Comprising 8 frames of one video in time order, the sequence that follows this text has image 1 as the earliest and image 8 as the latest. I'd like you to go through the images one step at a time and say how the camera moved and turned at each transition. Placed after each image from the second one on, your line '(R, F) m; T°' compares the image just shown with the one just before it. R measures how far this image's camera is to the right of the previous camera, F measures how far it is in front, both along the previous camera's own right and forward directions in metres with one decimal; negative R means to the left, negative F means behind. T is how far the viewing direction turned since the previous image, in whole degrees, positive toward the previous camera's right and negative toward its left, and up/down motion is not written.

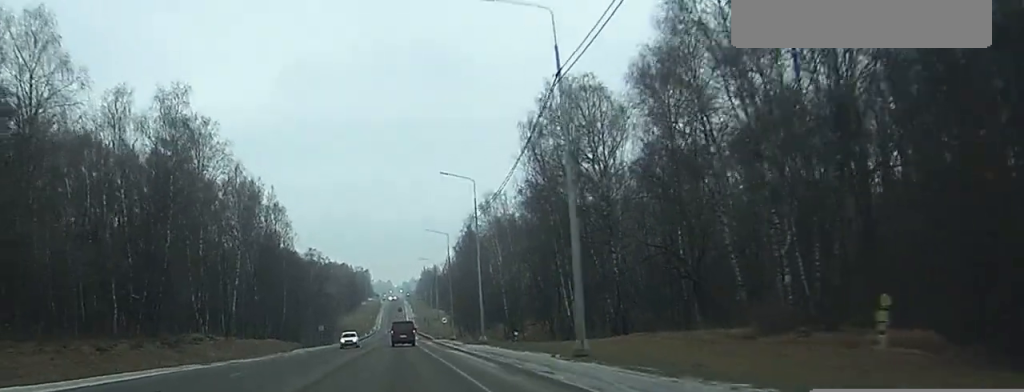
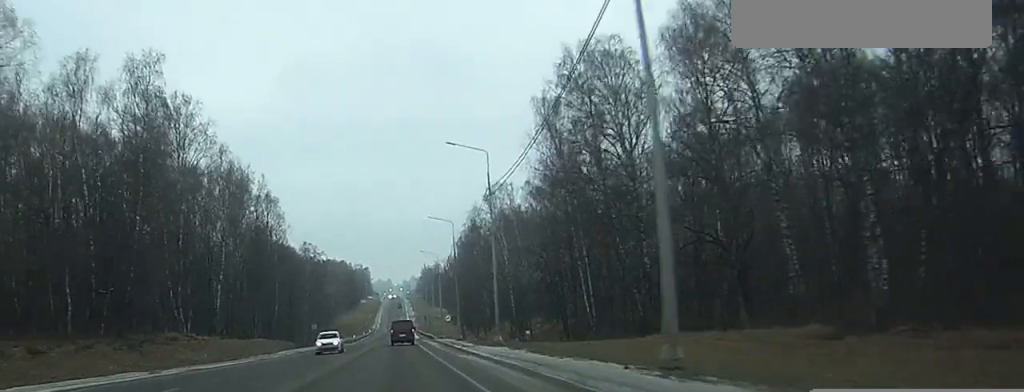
(0.0, +10.0) m; 0°
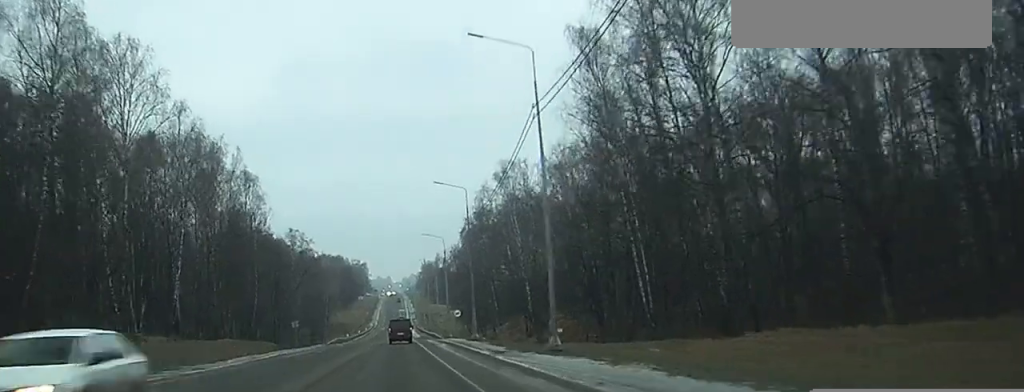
(0.0, +20.0) m; 0°
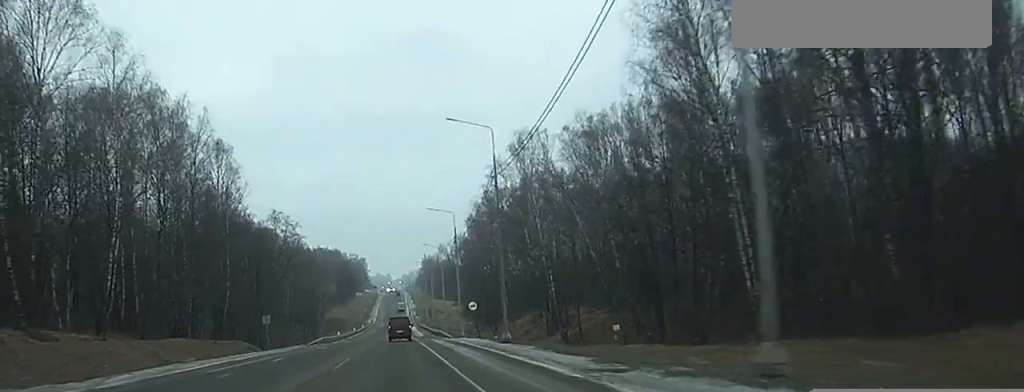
(0.0, +20.0) m; 0°
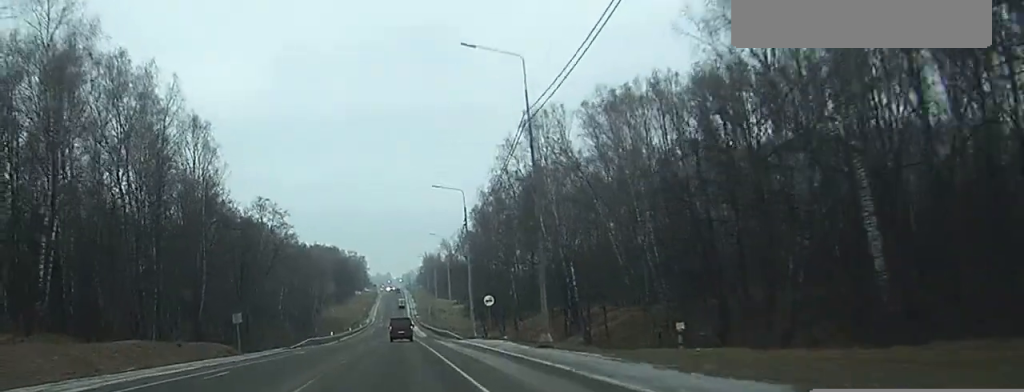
(0.0, +12.9) m; 0°
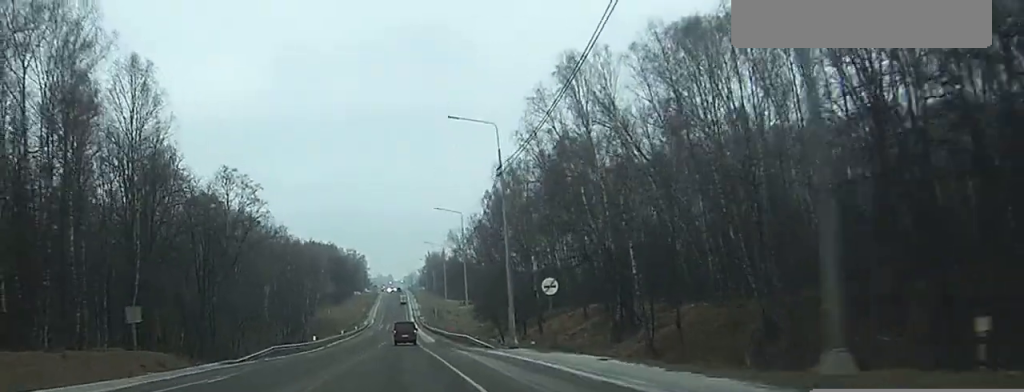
(0.0, +23.8) m; 0°
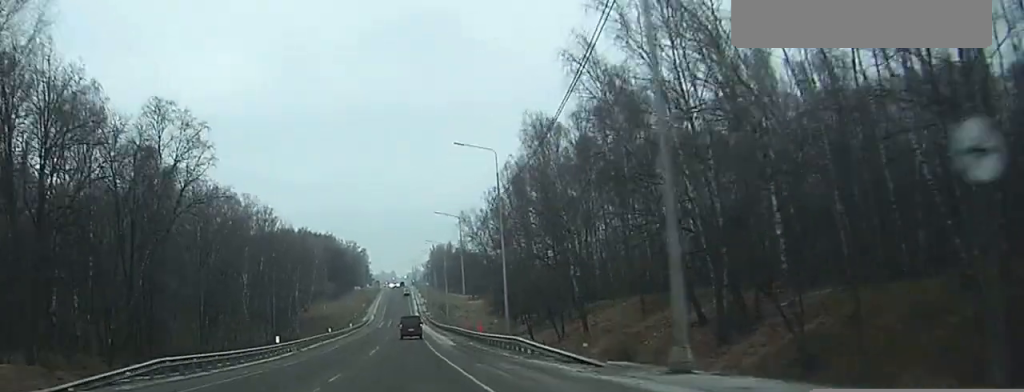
(-0.1, +27.6) m; 0°
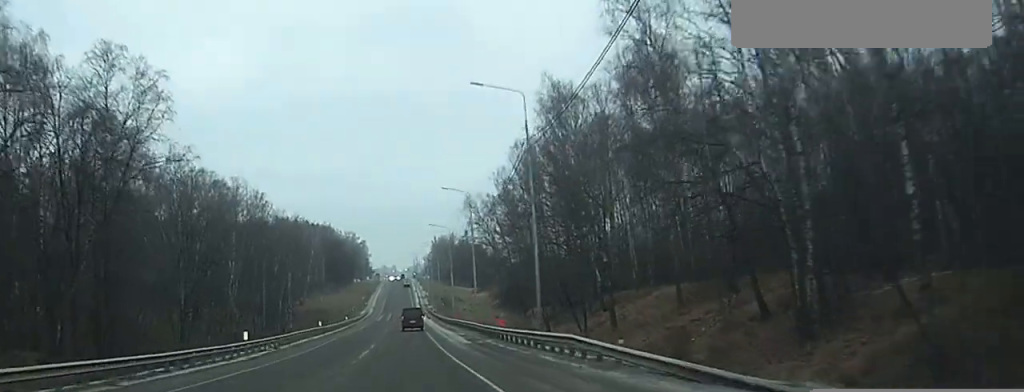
(0.0, +12.4) m; 0°
